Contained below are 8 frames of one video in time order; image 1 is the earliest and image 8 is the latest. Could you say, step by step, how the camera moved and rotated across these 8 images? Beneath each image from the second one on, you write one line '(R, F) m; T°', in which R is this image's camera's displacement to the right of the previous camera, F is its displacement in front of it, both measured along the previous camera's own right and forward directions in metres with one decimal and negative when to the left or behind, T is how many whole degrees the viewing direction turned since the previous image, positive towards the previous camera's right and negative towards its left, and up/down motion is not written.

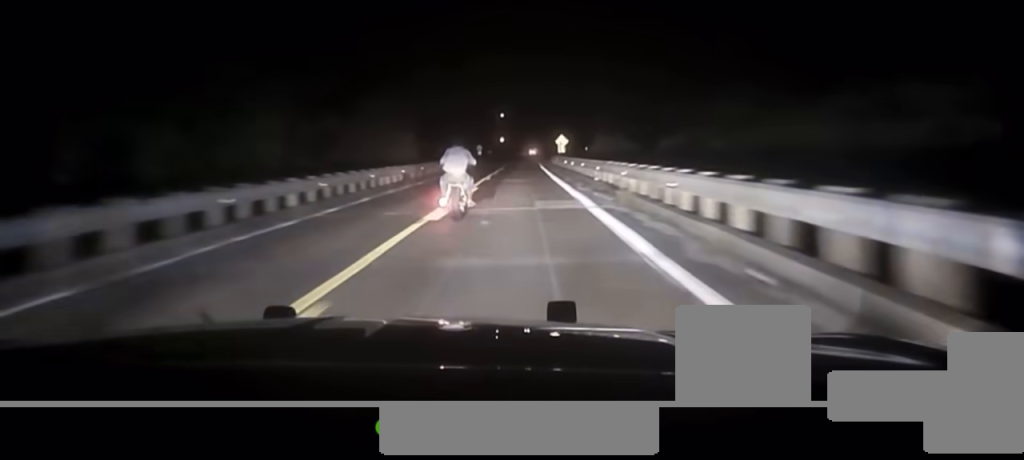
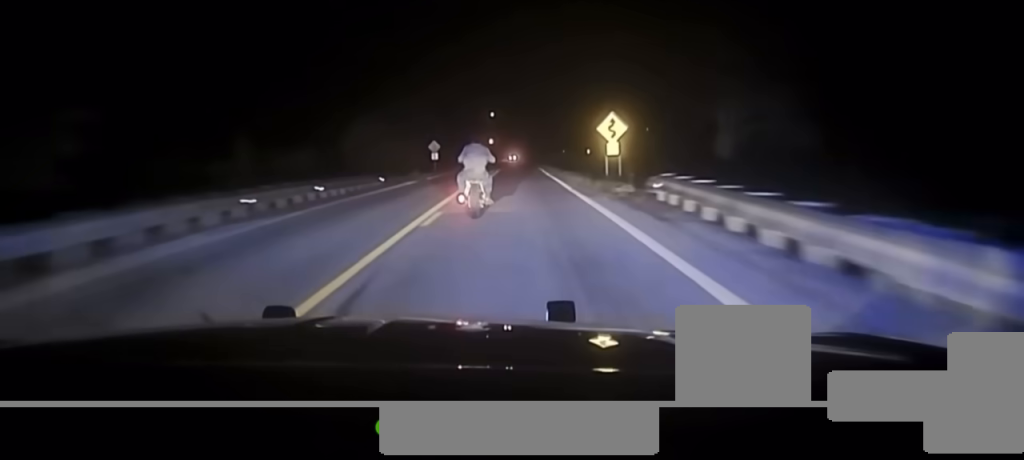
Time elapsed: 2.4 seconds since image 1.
(-0.1, +74.6) m; 0°
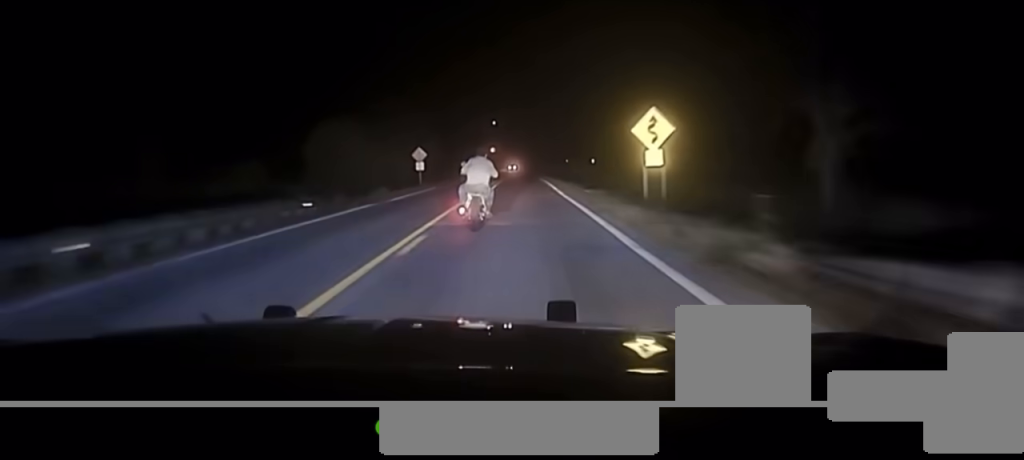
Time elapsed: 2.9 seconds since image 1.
(-0.1, +14.2) m; 0°
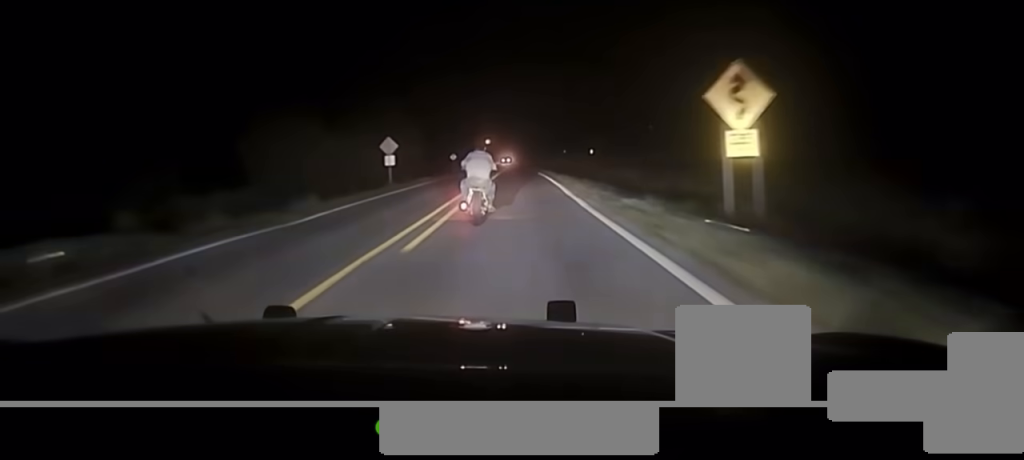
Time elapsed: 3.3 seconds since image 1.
(+0.1, +12.9) m; 0°
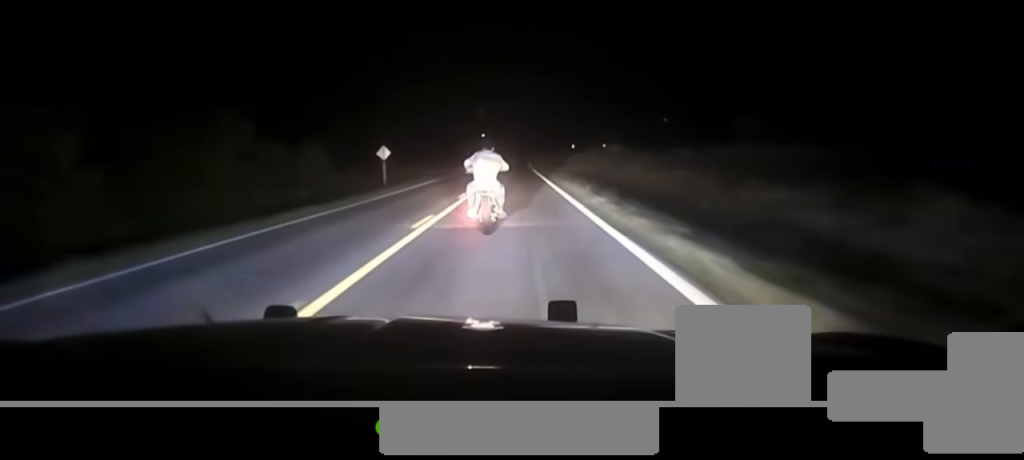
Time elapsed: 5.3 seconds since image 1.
(+0.7, +57.1) m; +1°
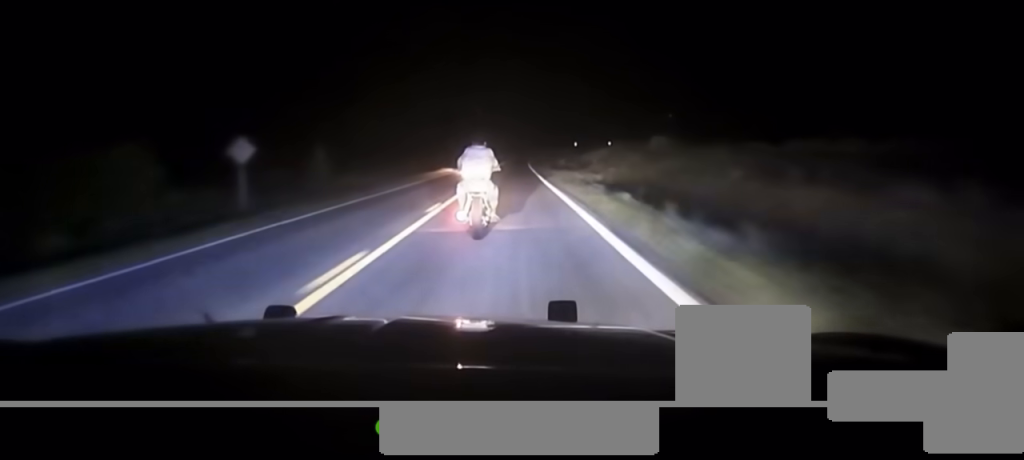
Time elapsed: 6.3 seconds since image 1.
(-0.1, +32.0) m; 0°
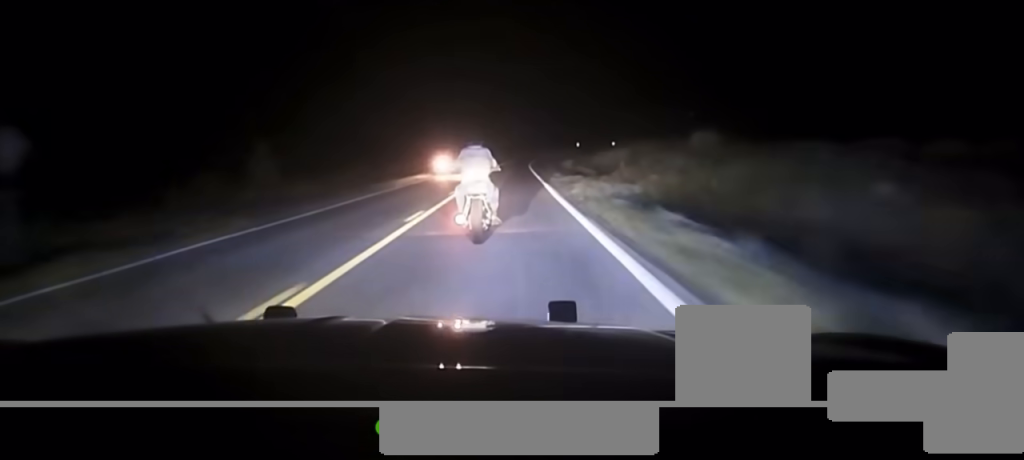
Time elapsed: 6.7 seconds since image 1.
(0.0, +16.5) m; 0°
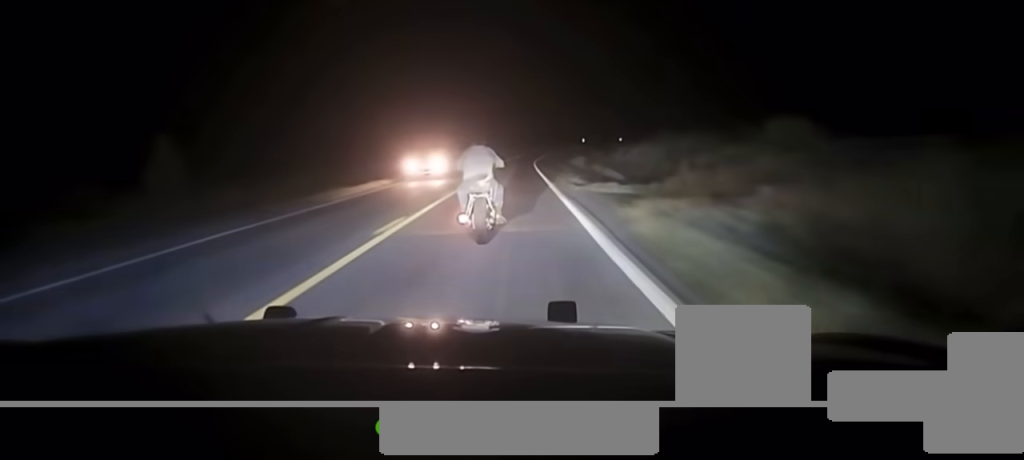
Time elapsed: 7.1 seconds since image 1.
(0.0, +16.3) m; 0°
